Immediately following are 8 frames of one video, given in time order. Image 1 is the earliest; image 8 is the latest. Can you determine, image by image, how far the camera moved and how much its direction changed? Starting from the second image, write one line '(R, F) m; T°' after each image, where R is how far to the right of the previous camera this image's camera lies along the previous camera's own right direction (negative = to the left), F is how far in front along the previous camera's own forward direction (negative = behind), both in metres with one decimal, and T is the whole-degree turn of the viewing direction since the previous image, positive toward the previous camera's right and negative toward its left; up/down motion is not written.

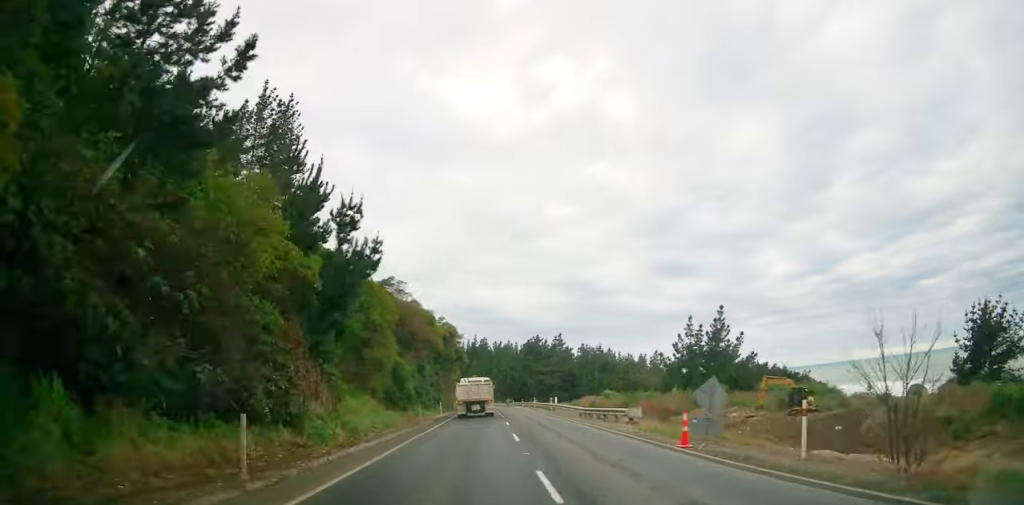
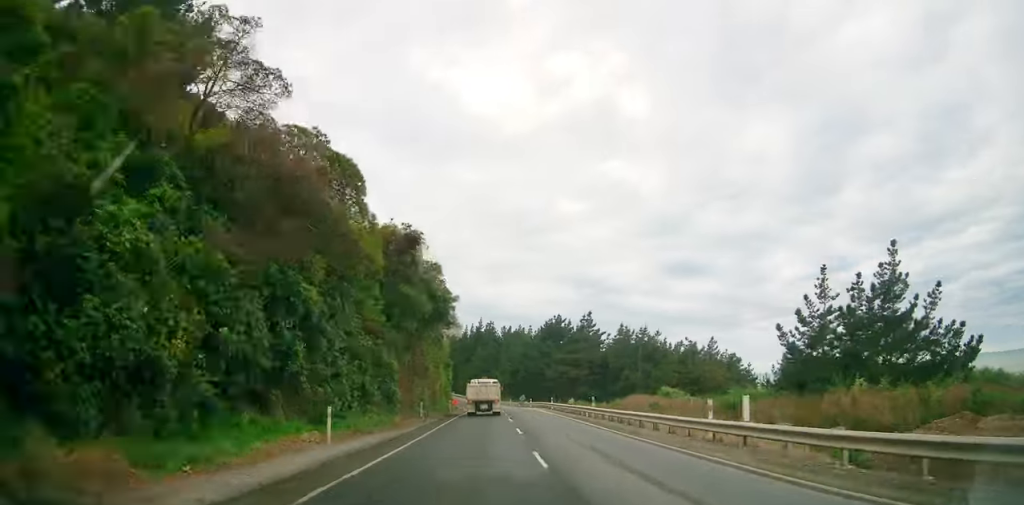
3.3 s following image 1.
(+3.3, +34.8) m; +18°
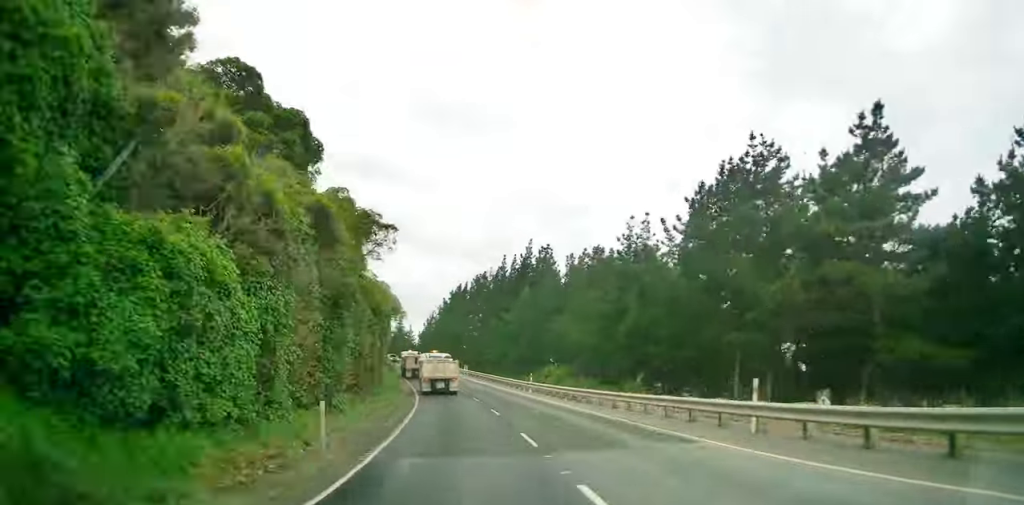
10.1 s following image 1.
(+5.6, +75.5) m; -20°
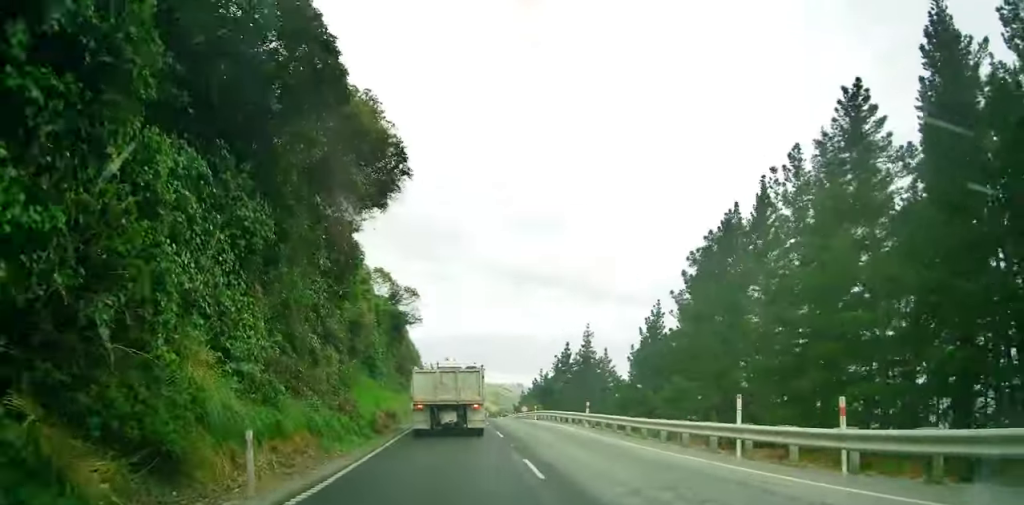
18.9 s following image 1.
(-11.0, +74.6) m; -14°
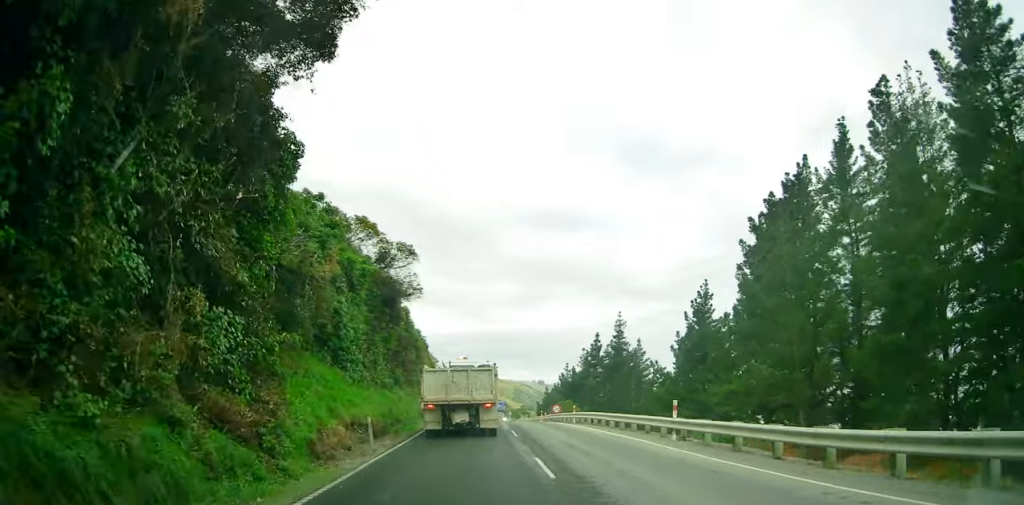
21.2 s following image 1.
(-0.4, +9.5) m; -3°
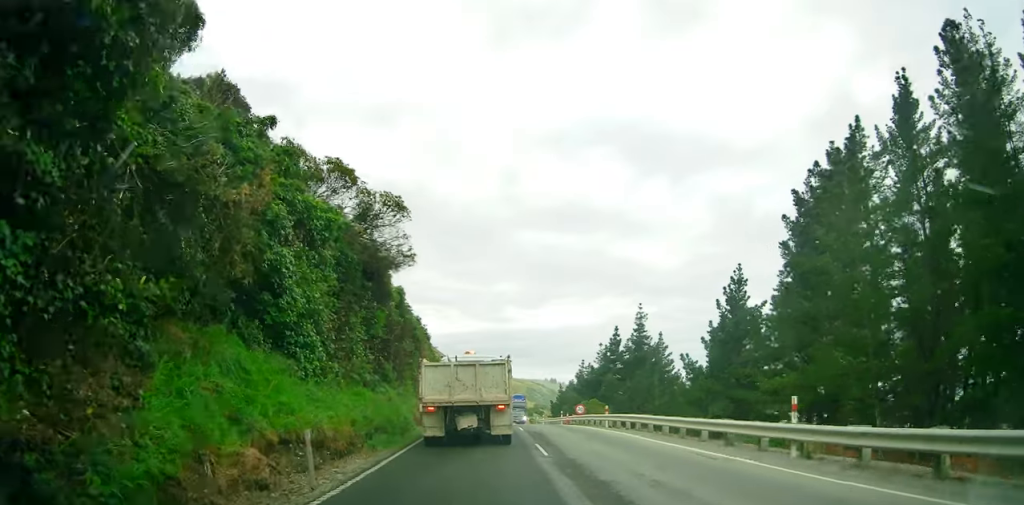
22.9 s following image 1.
(-0.1, +4.2) m; -2°
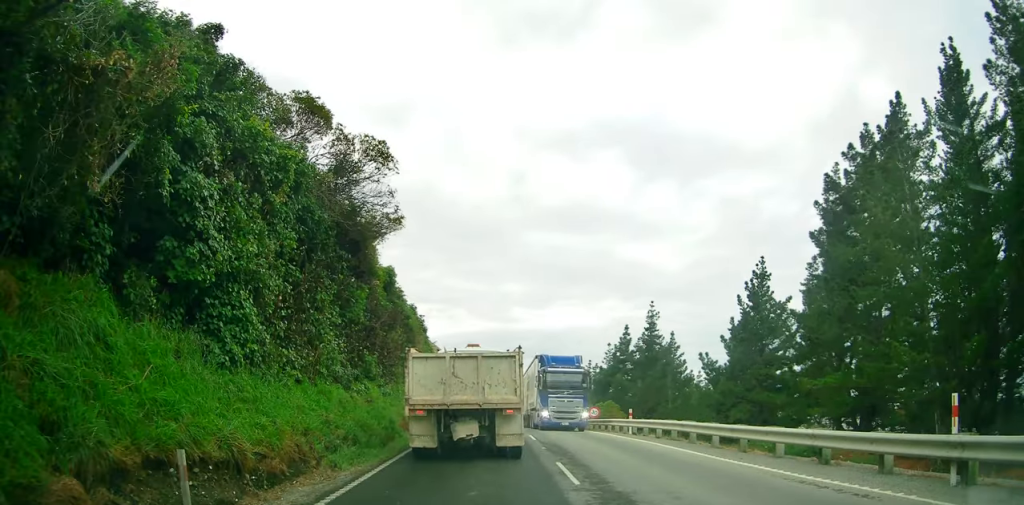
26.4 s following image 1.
(-0.3, +4.1) m; -2°
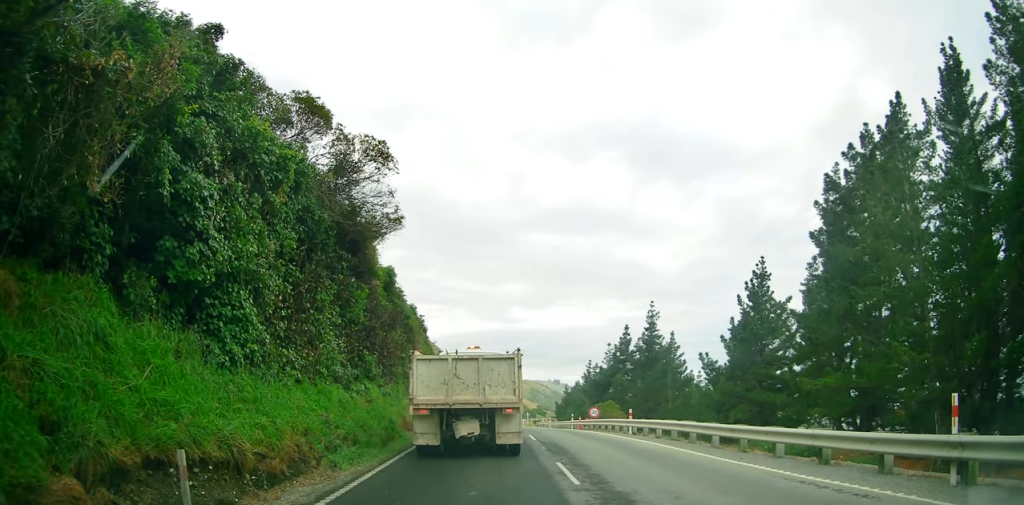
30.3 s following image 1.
(+0.1, +2.5) m; +3°
